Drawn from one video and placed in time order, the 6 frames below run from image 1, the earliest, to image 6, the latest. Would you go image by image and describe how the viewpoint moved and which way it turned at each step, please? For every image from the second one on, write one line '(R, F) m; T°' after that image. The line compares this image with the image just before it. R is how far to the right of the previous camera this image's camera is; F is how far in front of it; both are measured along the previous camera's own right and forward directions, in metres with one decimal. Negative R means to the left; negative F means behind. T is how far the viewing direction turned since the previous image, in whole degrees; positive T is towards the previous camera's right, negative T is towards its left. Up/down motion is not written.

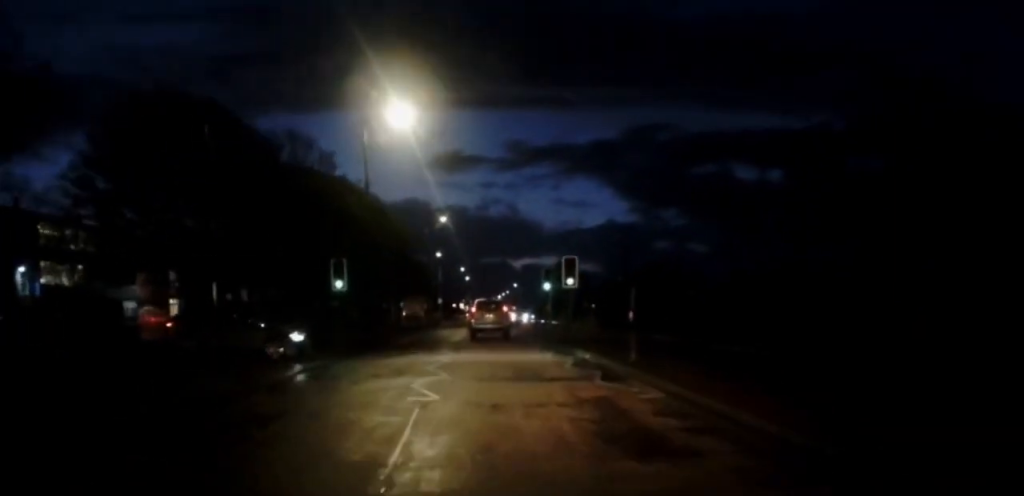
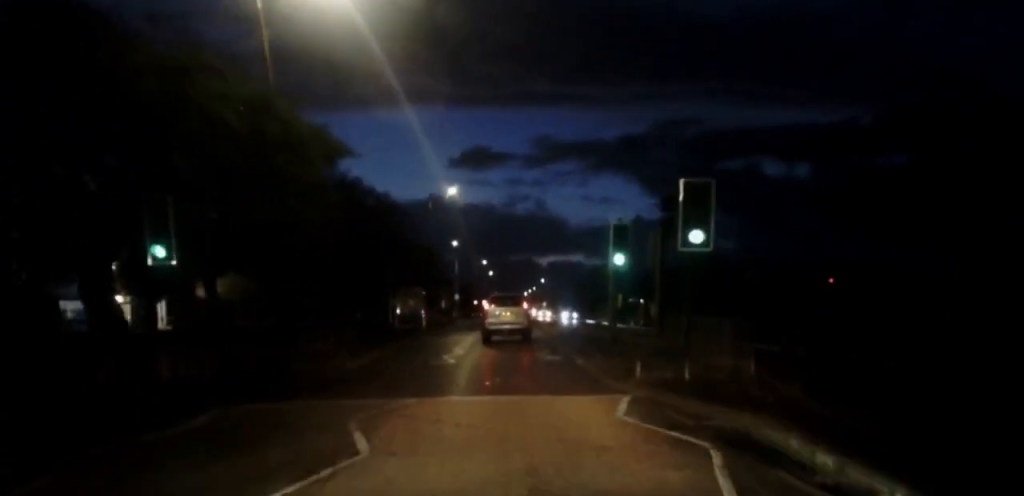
(+0.3, +17.3) m; -1°
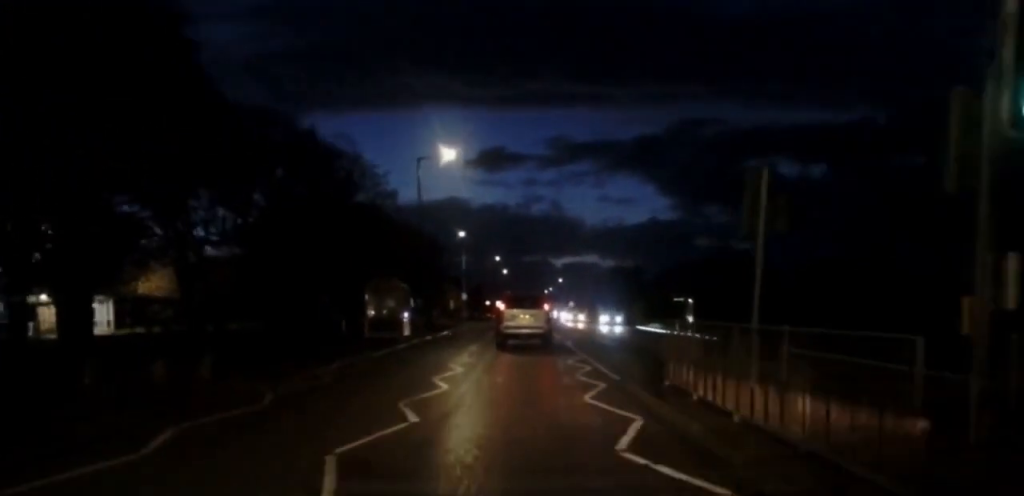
(-0.8, +15.3) m; -3°
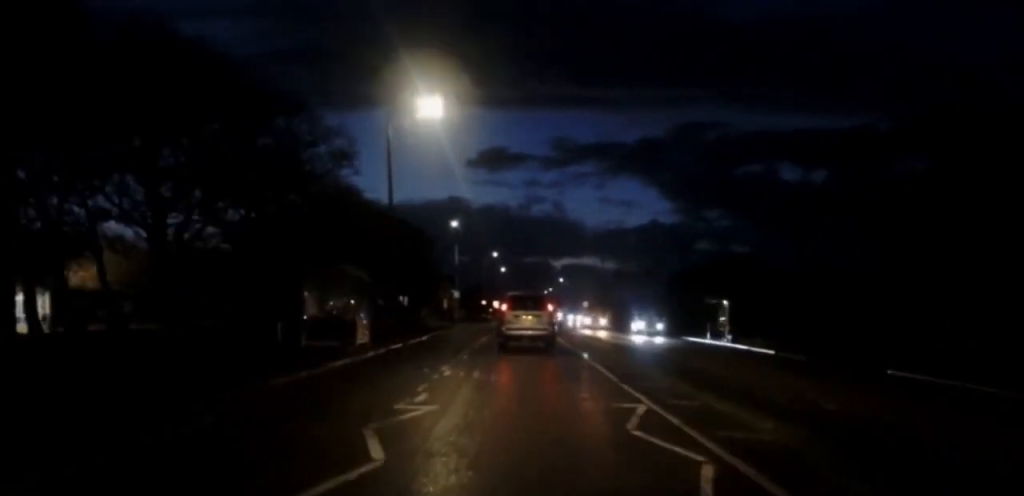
(0.0, +10.8) m; +1°
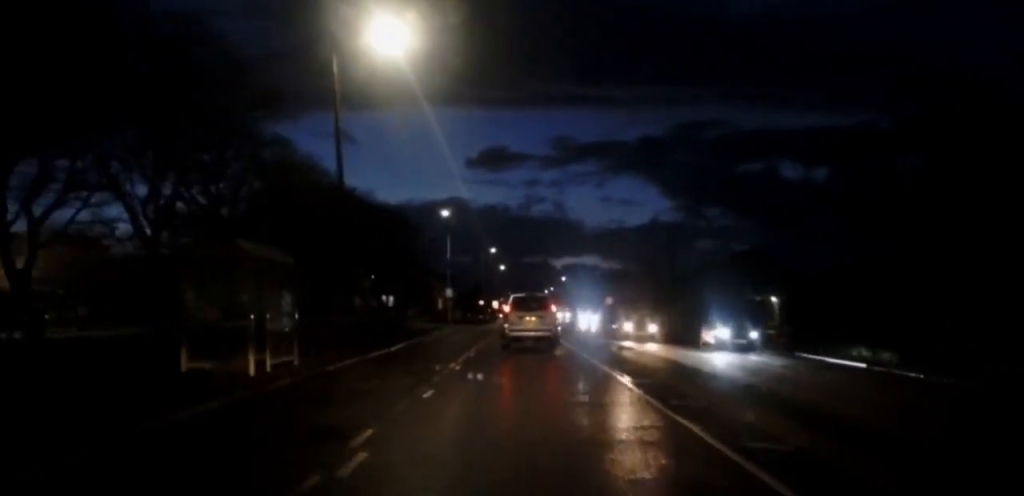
(+0.2, +9.6) m; +2°
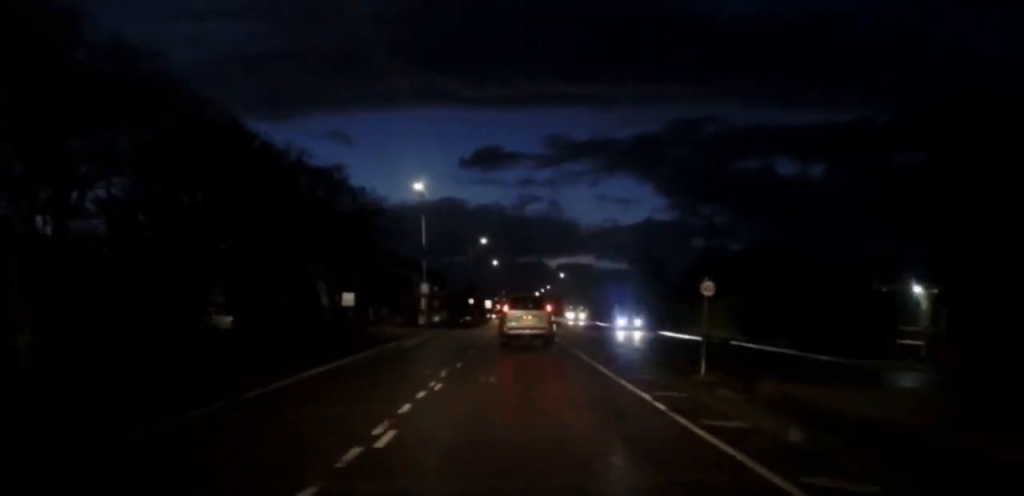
(0.0, +16.3) m; -2°
